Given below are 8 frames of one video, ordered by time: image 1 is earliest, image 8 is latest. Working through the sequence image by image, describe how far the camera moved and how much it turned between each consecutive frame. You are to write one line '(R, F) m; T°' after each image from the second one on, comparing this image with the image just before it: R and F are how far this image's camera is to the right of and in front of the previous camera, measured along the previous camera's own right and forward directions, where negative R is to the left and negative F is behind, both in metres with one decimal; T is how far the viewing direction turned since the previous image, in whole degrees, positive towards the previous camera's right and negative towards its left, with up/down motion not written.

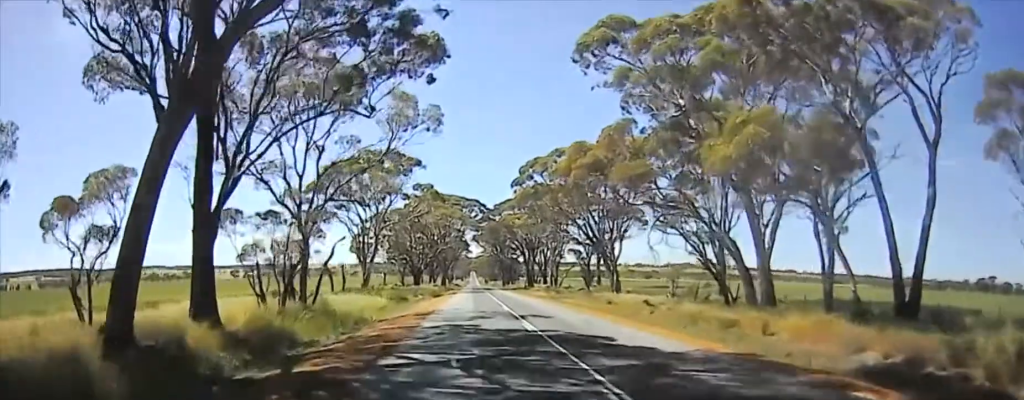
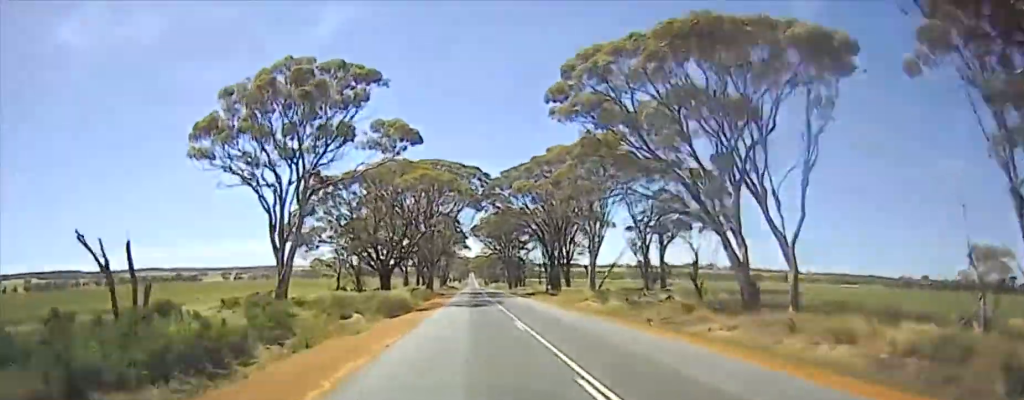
(-0.9, +40.4) m; +1°
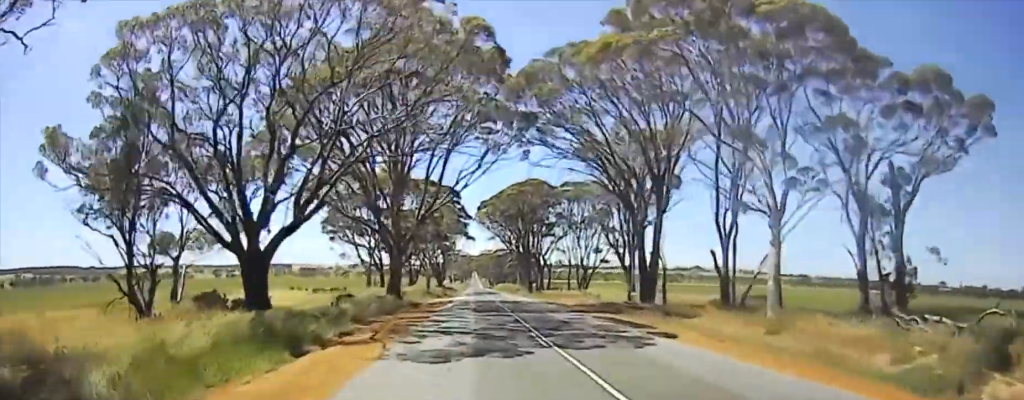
(+2.5, +49.5) m; +2°
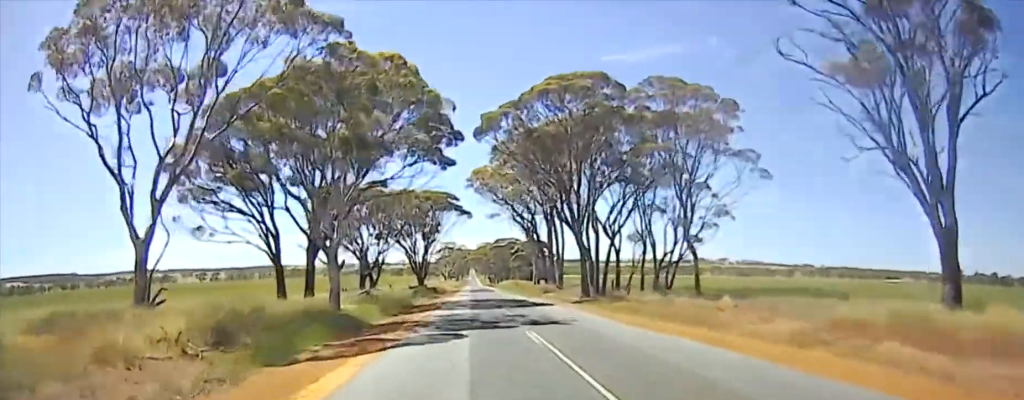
(-4.0, +60.9) m; -4°
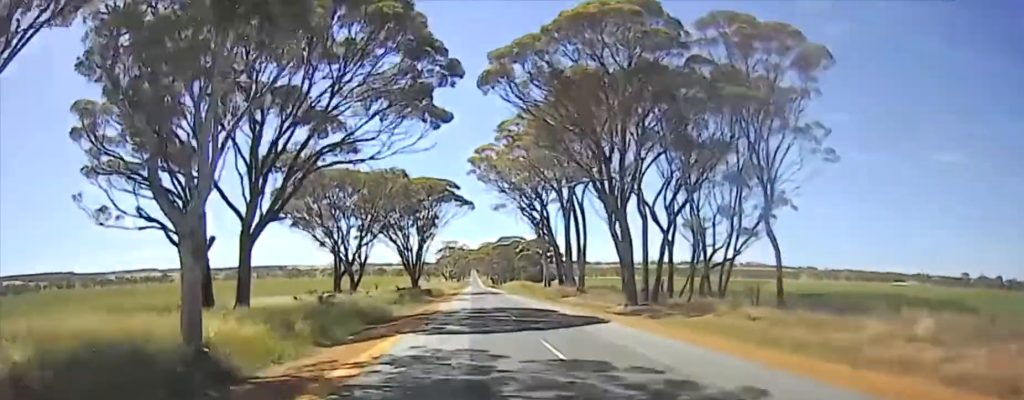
(+0.5, +13.8) m; +1°
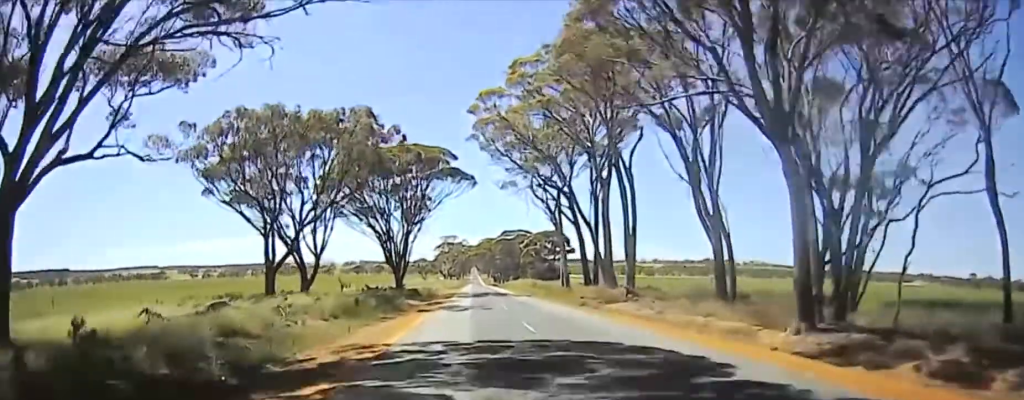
(+0.4, +20.8) m; +1°
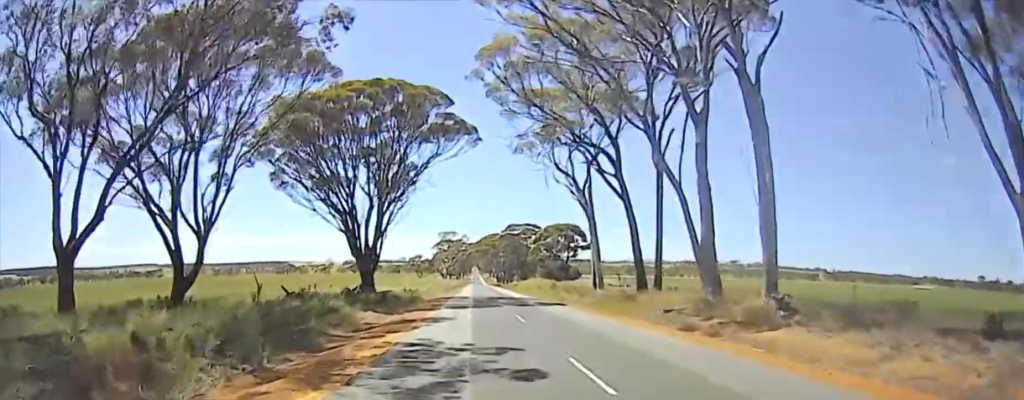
(+0.1, +19.9) m; 0°
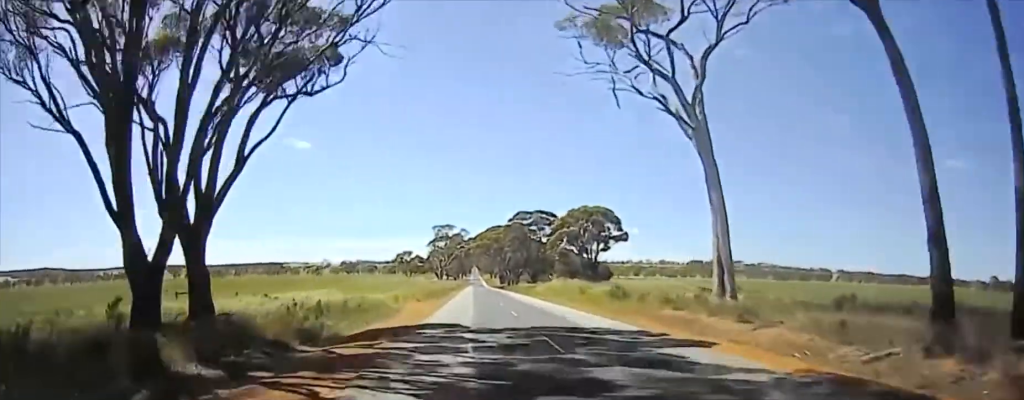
(0.0, +25.7) m; 0°
